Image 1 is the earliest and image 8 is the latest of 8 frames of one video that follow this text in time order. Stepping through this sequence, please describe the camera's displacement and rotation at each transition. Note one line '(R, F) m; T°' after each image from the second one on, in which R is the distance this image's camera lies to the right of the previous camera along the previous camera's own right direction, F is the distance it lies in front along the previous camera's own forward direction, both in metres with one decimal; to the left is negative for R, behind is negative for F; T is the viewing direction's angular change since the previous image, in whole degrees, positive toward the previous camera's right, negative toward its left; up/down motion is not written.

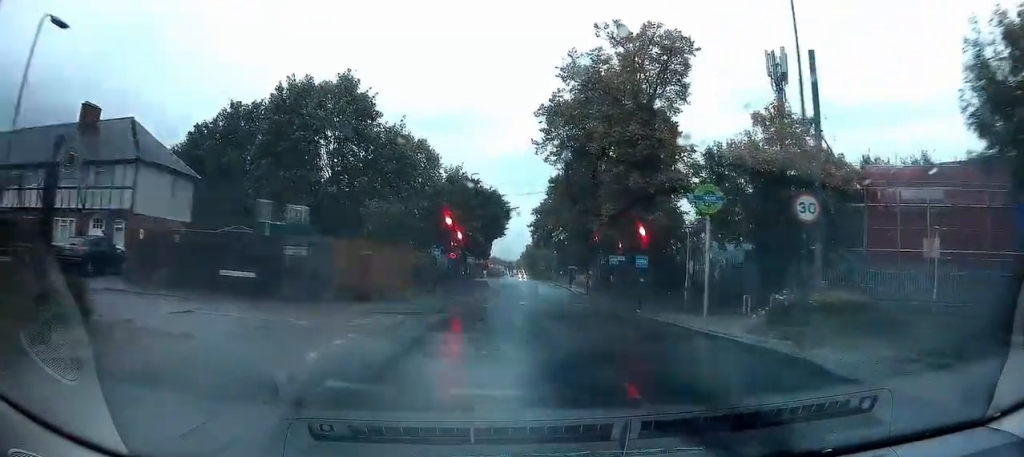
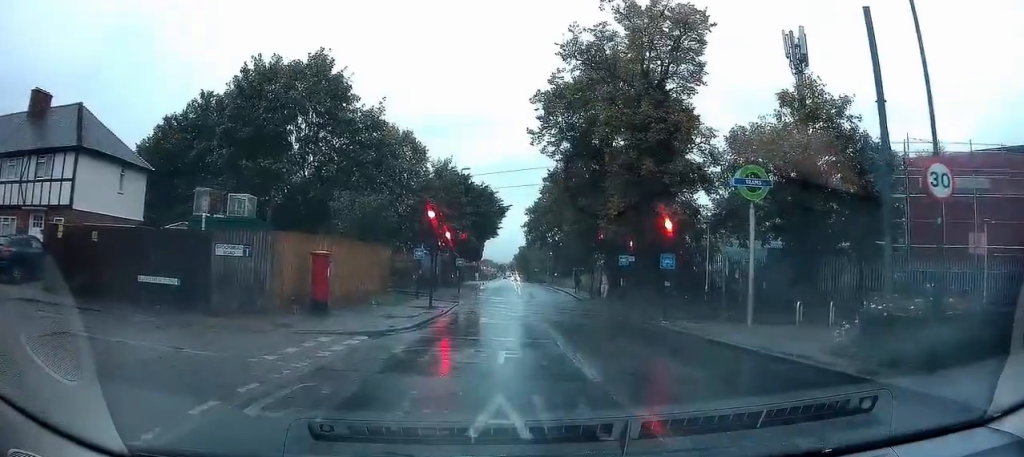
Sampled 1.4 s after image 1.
(0.0, +4.9) m; -2°
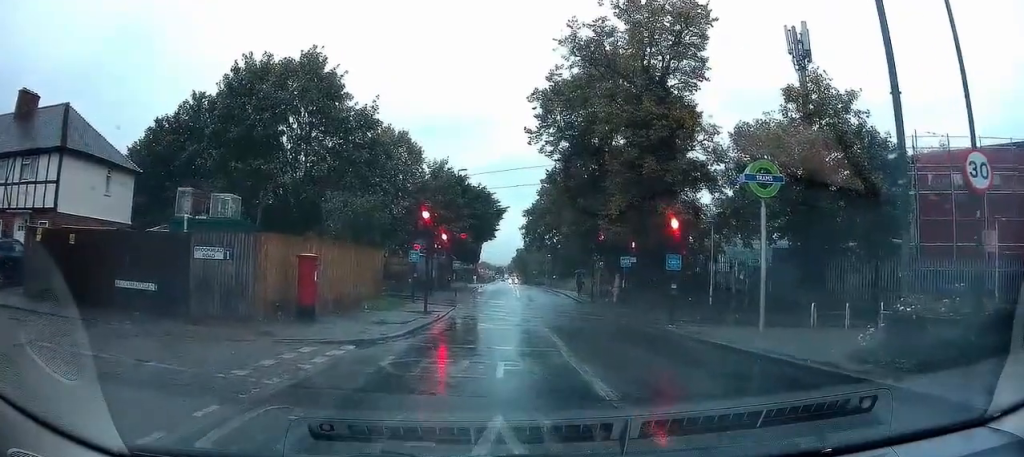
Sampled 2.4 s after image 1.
(0.0, +1.6) m; 0°
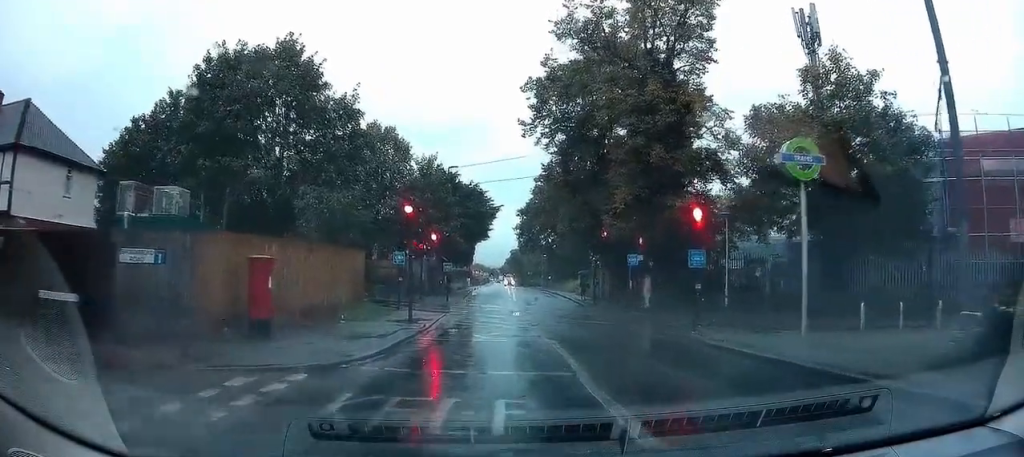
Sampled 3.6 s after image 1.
(+0.1, +1.6) m; +3°
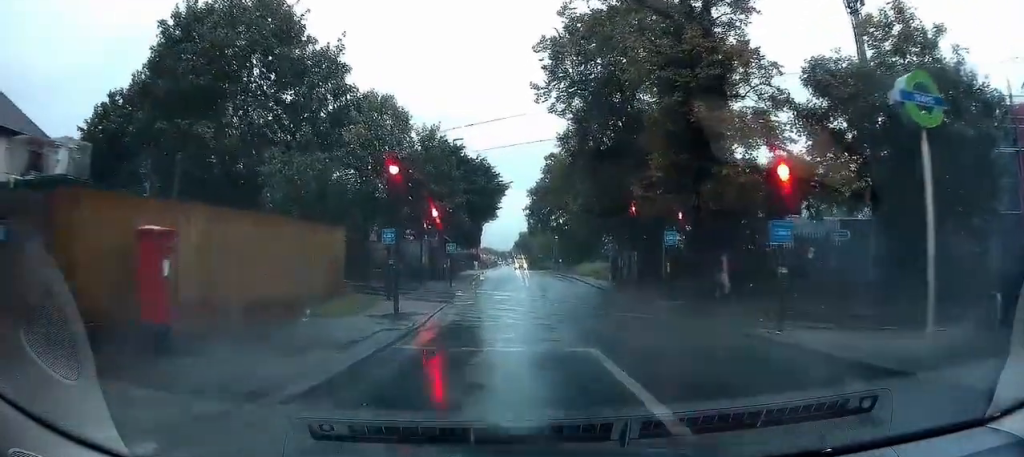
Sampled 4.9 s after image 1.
(0.0, +2.7) m; 0°
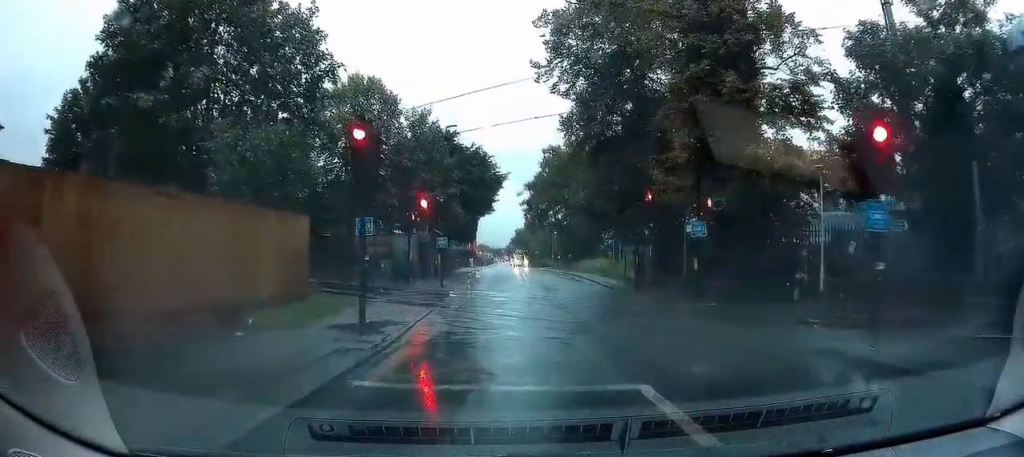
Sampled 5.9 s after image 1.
(0.0, +2.5) m; +2°
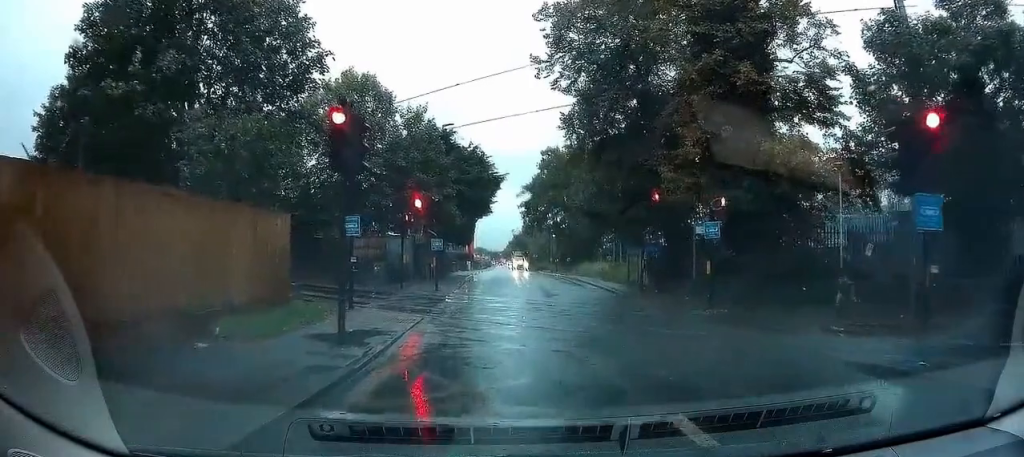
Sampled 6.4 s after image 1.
(0.0, +1.3) m; +1°
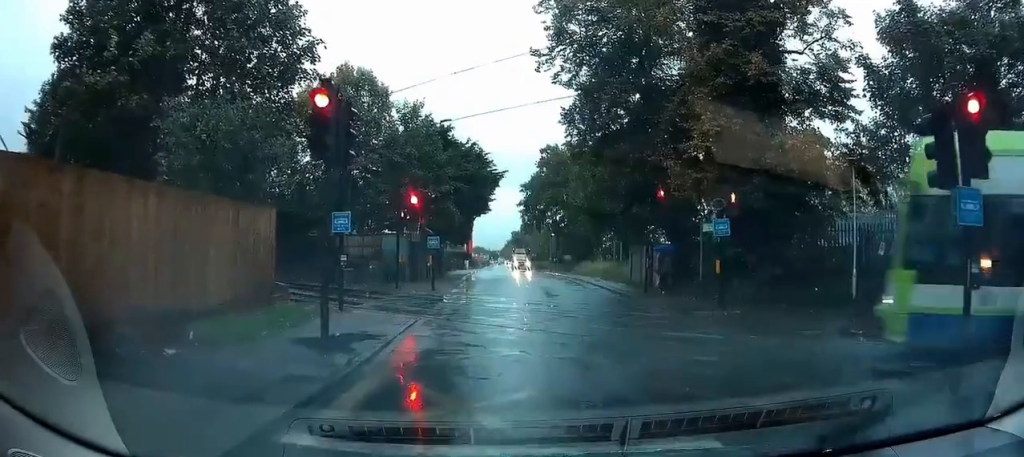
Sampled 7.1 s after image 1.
(0.0, +1.0) m; 0°
